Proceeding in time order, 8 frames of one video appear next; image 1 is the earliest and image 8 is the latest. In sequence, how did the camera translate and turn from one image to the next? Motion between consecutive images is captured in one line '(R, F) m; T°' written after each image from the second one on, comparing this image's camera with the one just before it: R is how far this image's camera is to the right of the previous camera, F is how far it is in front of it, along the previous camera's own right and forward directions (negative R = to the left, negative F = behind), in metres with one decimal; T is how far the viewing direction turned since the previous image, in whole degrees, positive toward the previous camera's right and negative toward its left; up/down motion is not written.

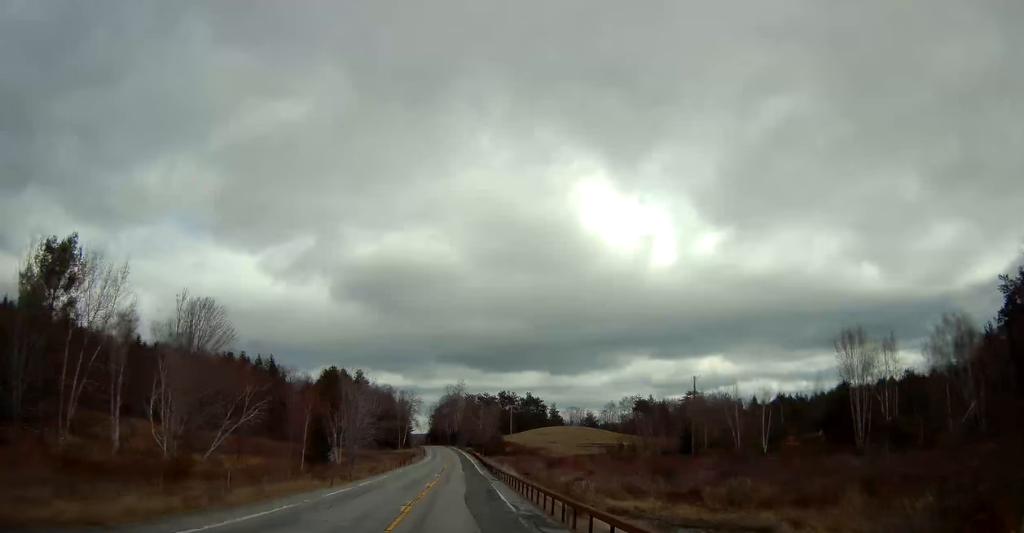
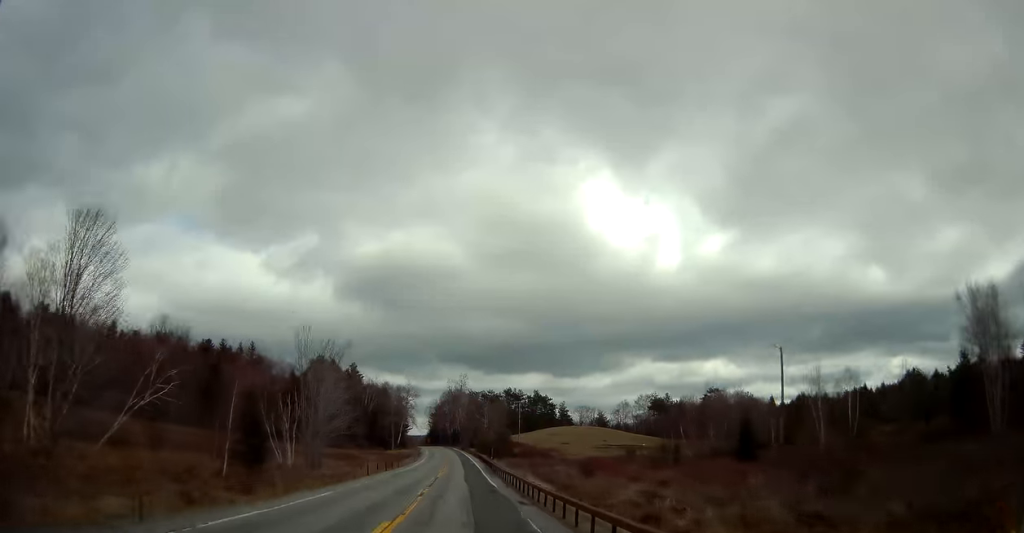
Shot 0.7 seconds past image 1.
(0.0, +18.3) m; 0°
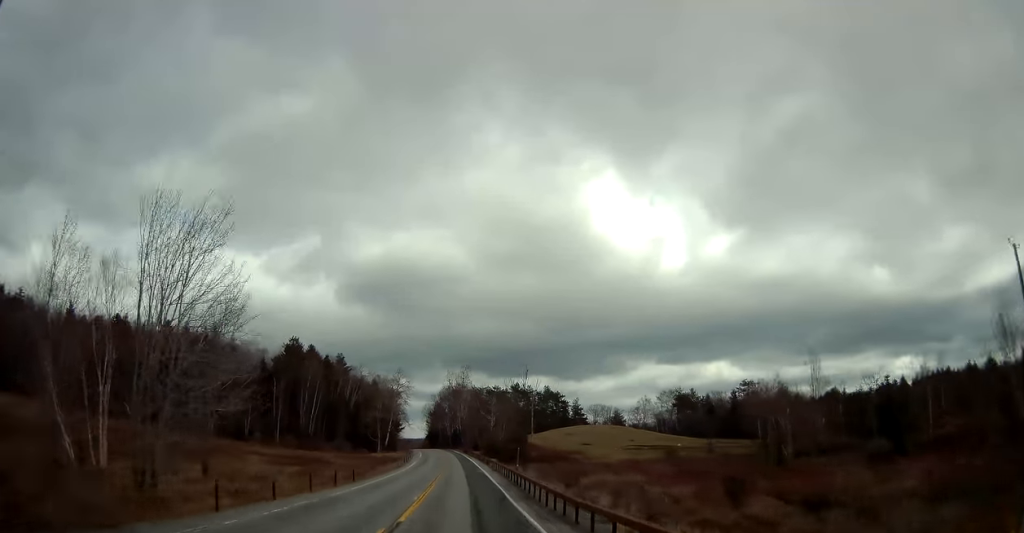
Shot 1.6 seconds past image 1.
(0.0, +25.4) m; 0°
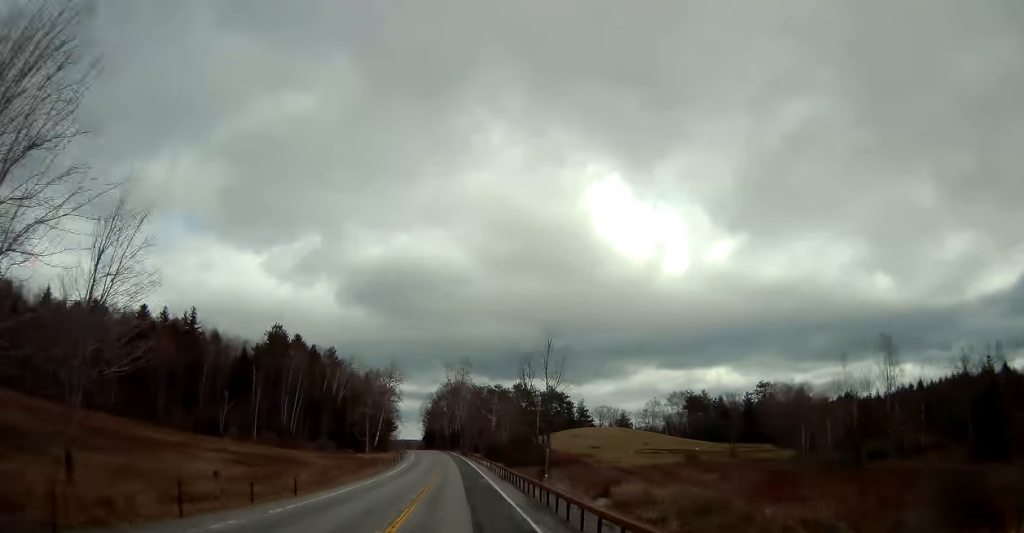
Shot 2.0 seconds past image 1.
(0.0, +11.7) m; 0°
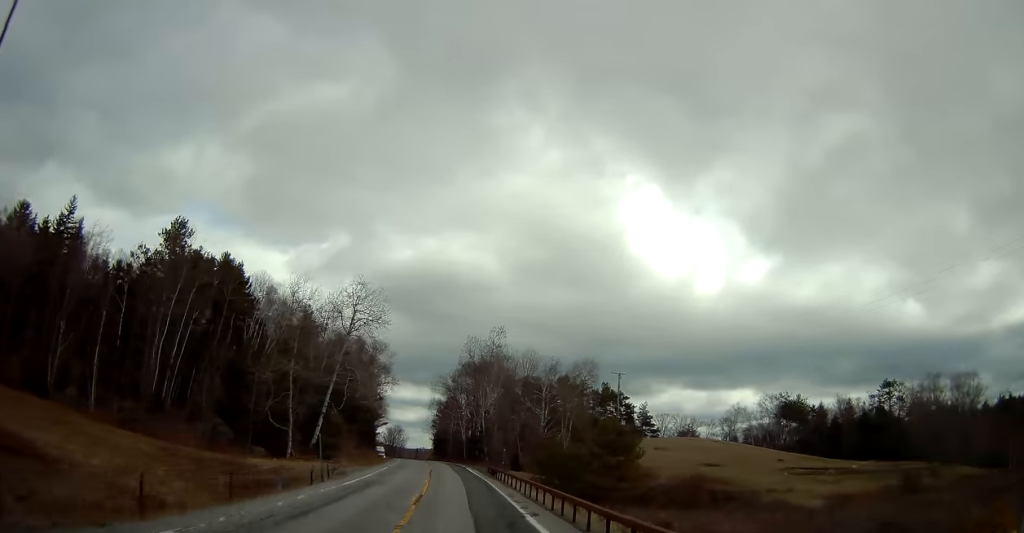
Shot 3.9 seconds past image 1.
(-0.7, +50.8) m; -1°
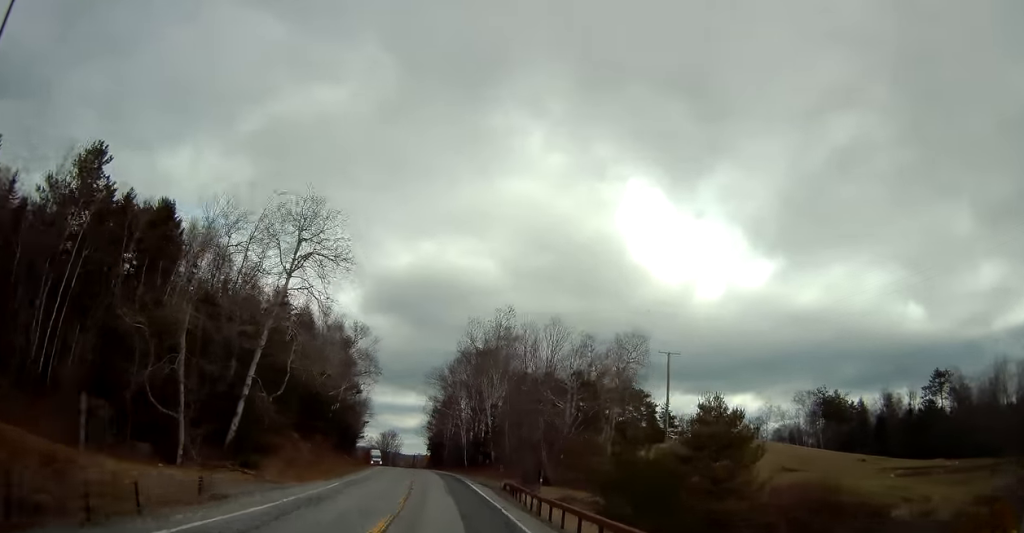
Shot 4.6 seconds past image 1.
(+0.3, +18.4) m; -1°
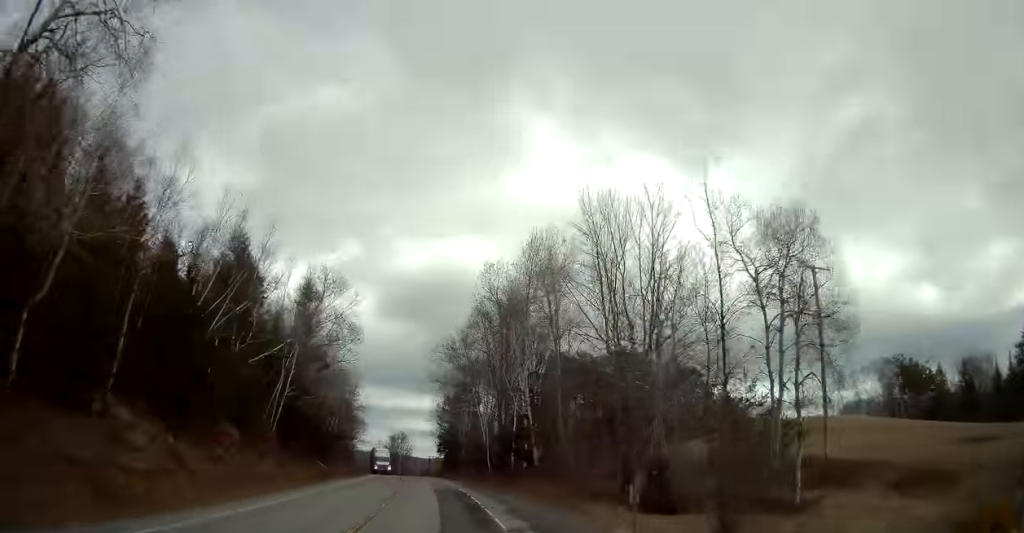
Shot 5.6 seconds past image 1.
(-0.7, +24.5) m; -2°
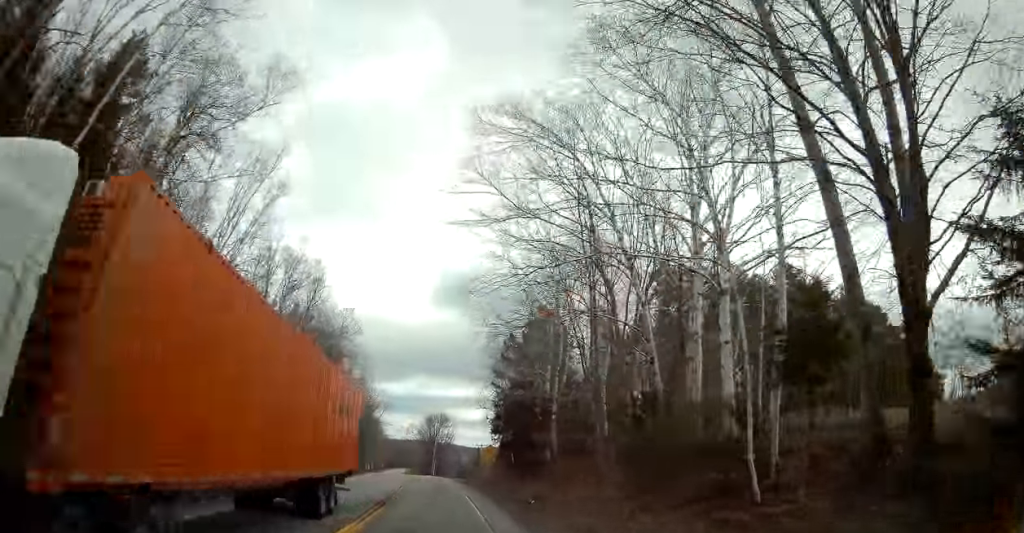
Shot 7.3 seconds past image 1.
(-0.8, +45.1) m; -2°
